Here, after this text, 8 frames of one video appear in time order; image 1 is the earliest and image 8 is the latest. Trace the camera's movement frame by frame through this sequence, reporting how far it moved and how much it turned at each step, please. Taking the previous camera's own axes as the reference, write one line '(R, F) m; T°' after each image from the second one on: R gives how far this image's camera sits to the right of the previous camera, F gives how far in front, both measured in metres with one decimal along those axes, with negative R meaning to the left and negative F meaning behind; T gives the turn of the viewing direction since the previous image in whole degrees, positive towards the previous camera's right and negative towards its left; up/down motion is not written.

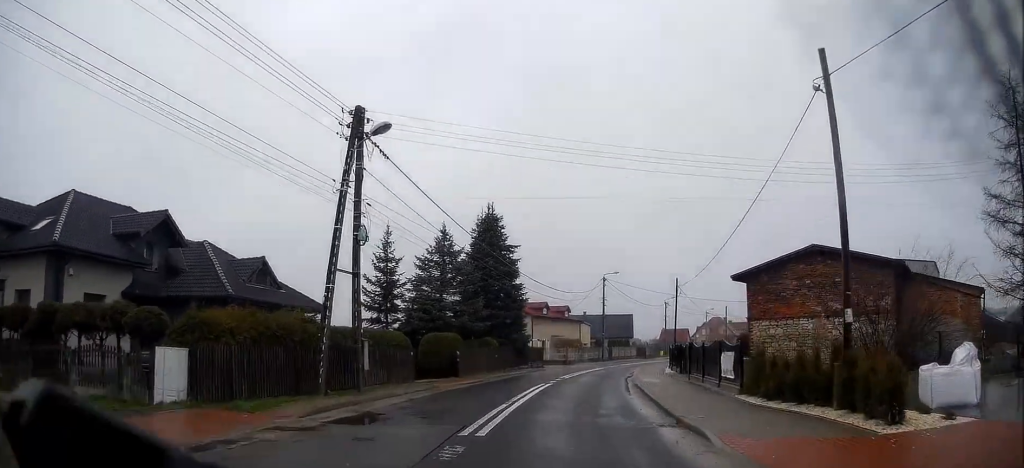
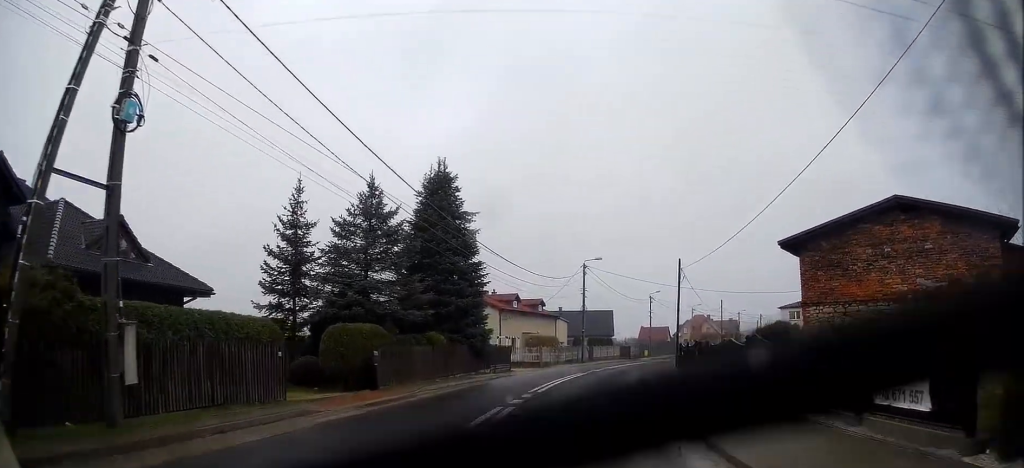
(+0.2, +9.5) m; +2°
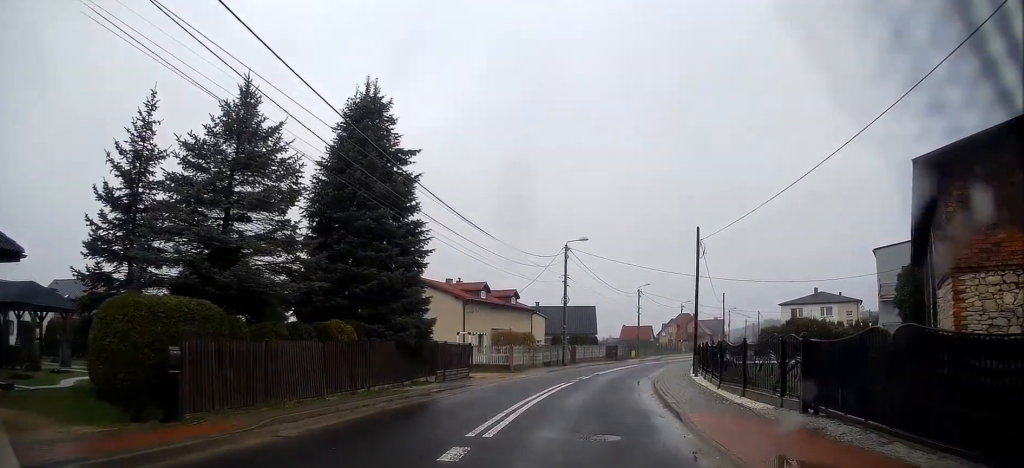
(+0.2, +9.2) m; +2°
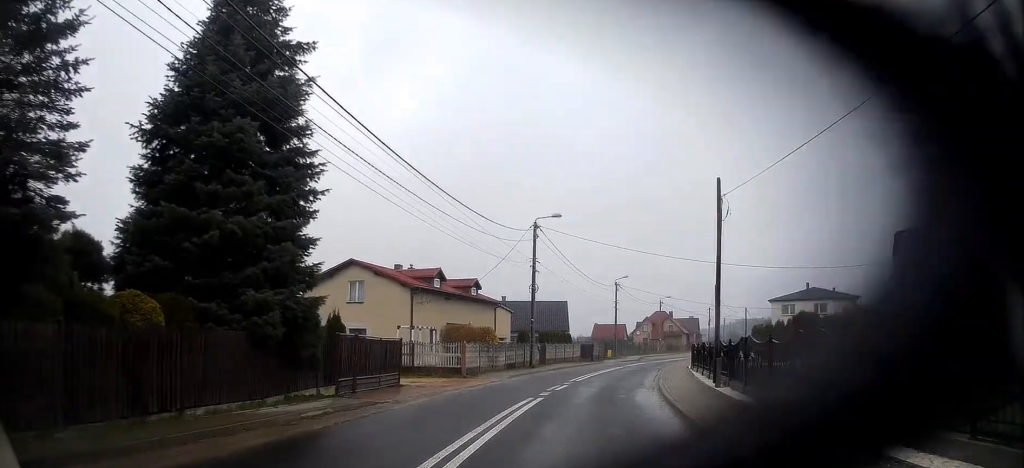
(0.0, +7.4) m; +3°
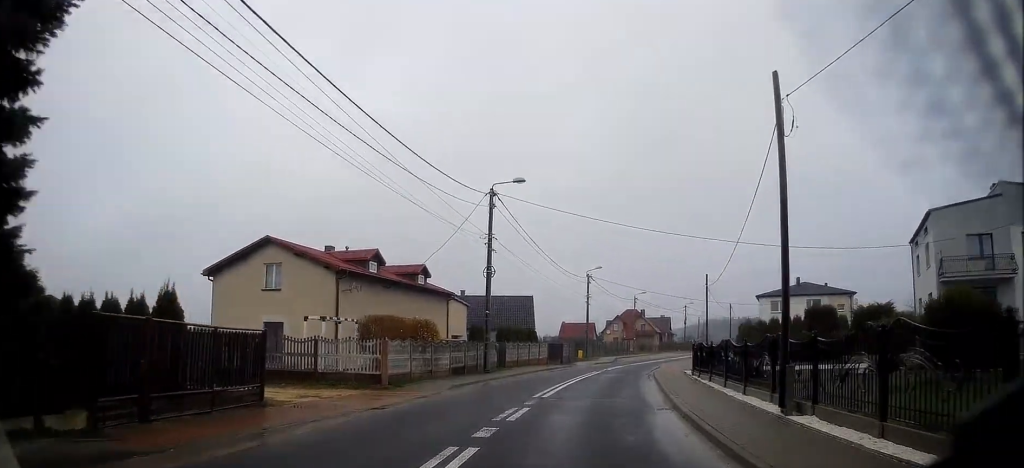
(+0.3, +7.6) m; +4°
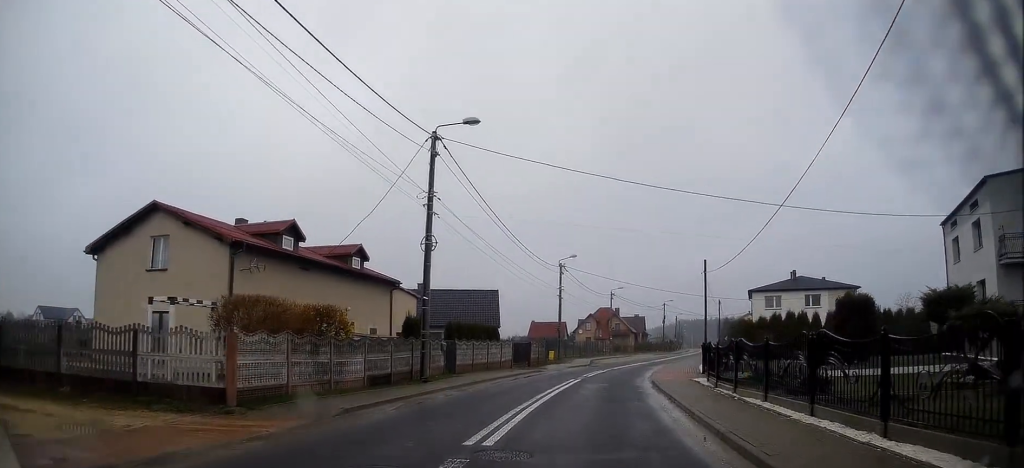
(+0.3, +7.7) m; +3°
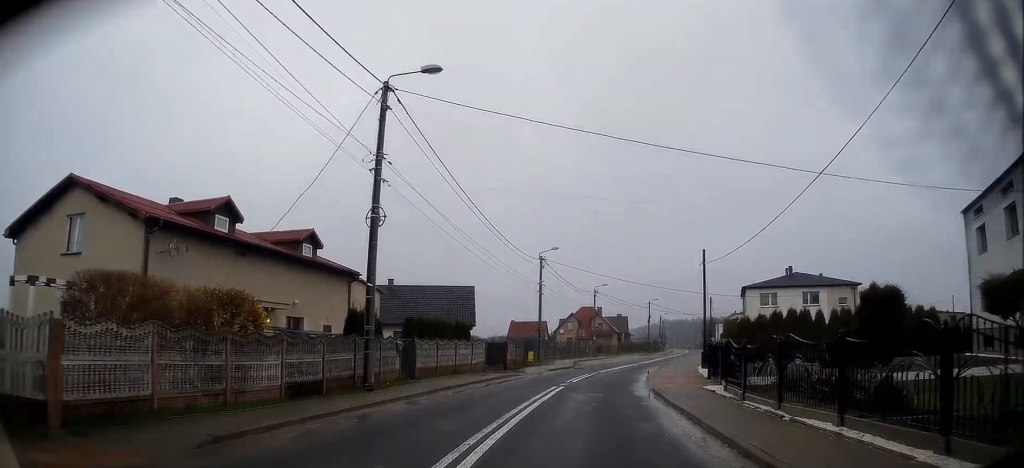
(0.0, +4.2) m; +2°
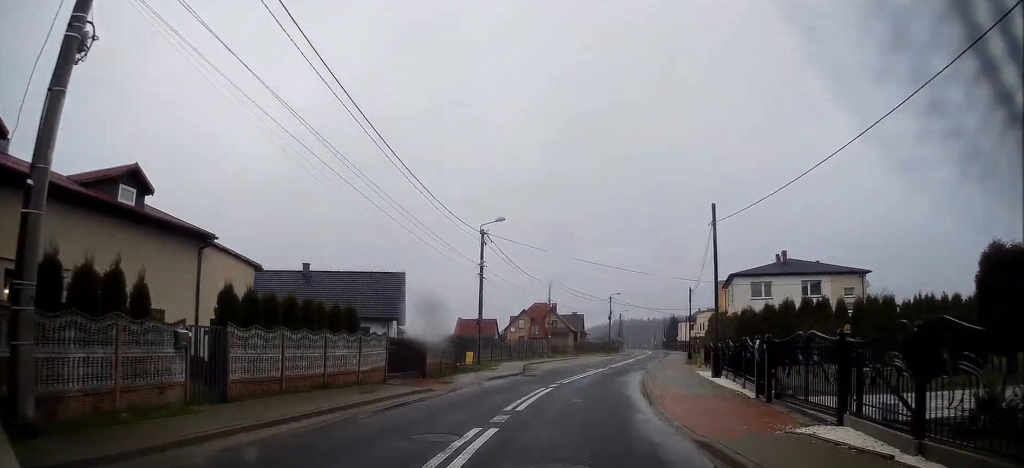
(+0.3, +10.6) m; +4°
